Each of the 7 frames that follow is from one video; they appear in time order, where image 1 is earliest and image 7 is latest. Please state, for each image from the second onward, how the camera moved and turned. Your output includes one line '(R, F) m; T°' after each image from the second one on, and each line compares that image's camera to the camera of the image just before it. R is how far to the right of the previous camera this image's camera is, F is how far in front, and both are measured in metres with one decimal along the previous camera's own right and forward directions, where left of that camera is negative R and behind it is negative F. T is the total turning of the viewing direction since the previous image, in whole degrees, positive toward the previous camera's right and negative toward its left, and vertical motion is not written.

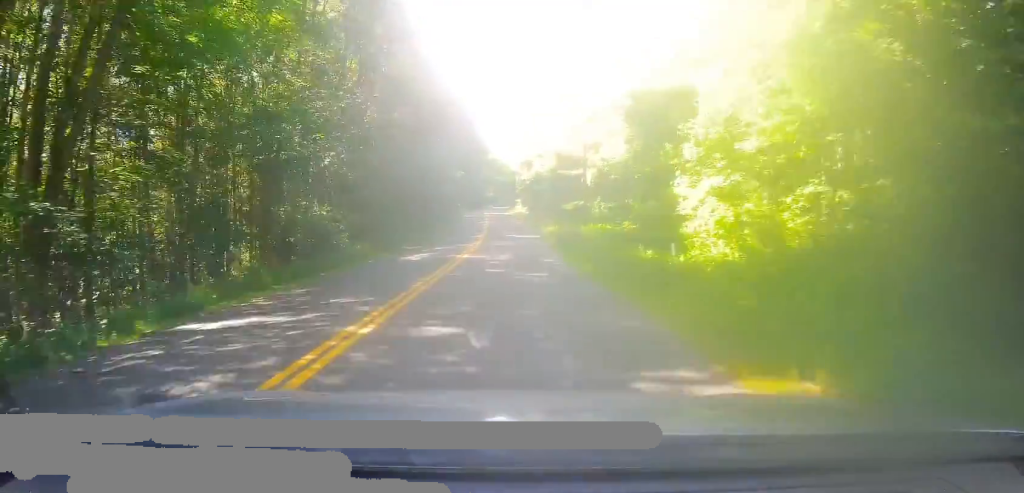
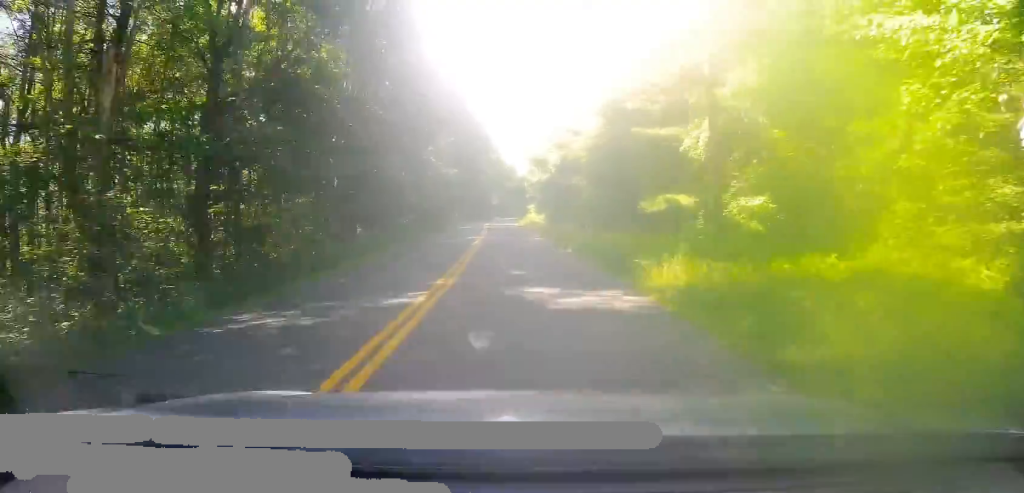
(-0.1, +28.9) m; 0°
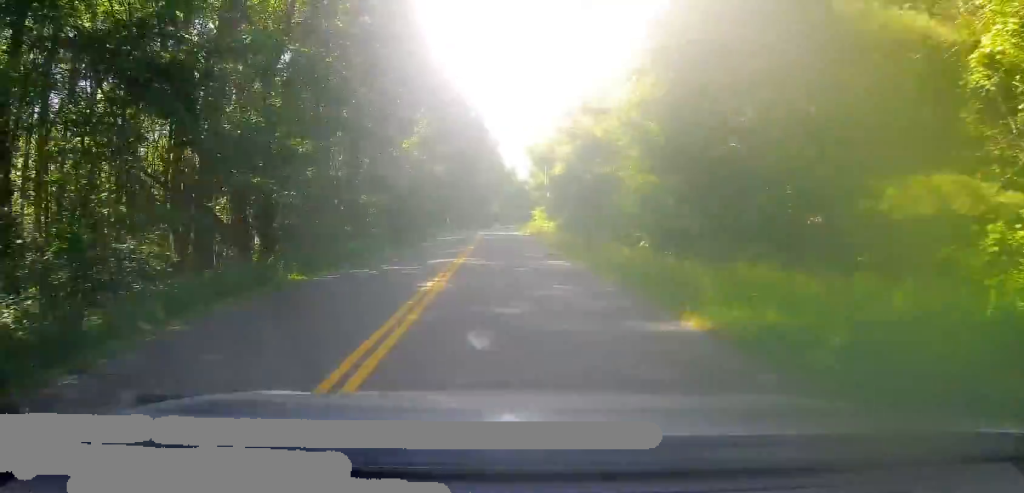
(+0.2, +16.3) m; 0°
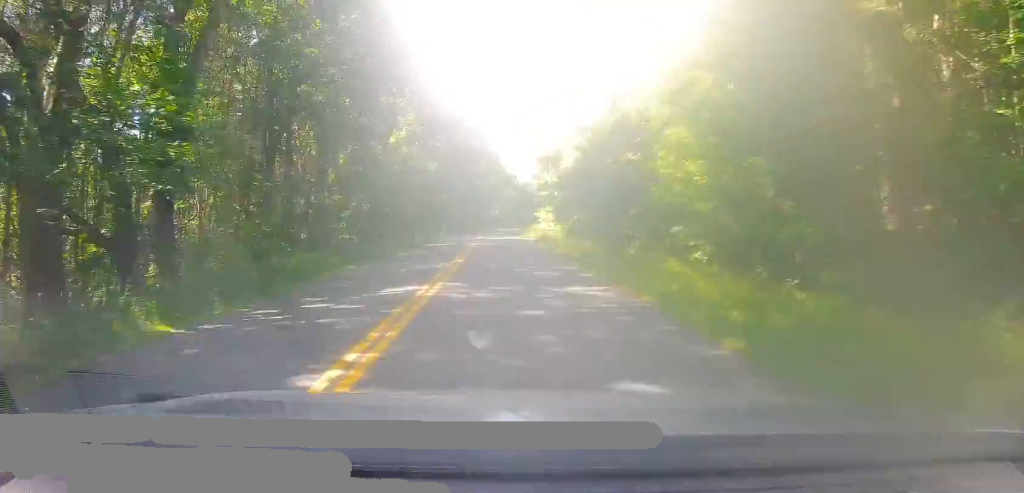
(-0.1, +7.6) m; -1°
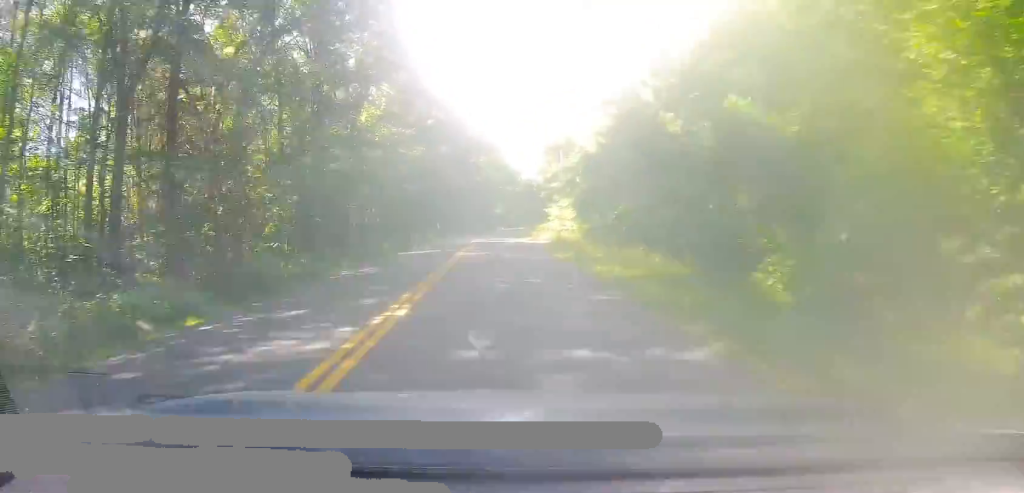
(-0.1, +12.6) m; -1°
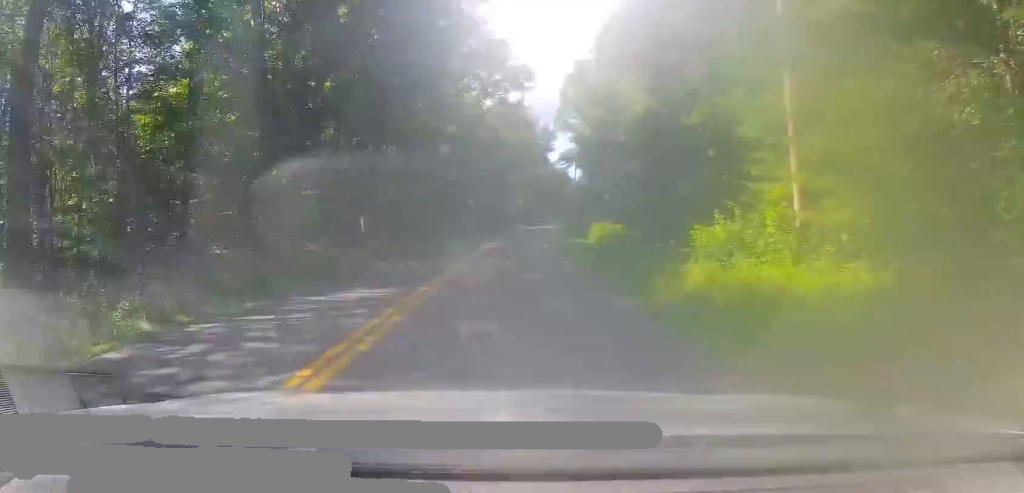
(-1.4, +51.6) m; -2°
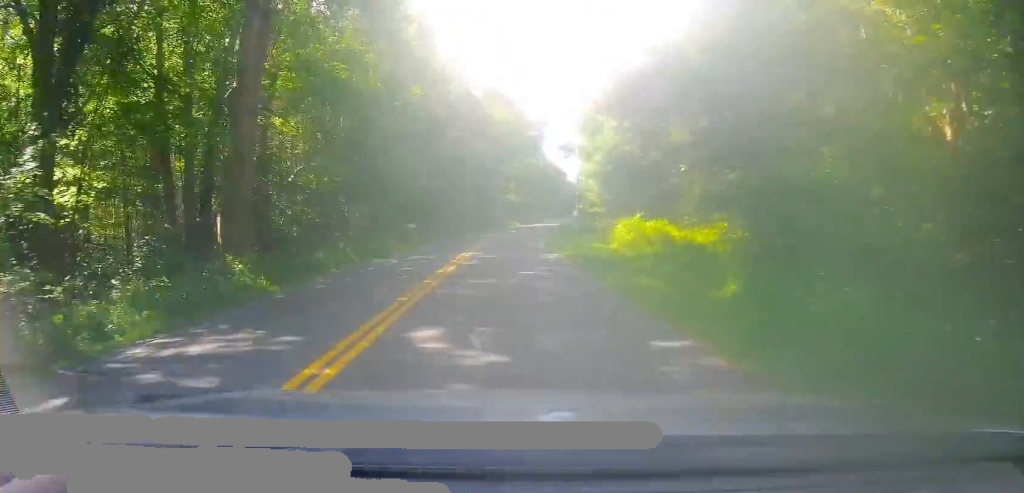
(-0.1, +15.6) m; 0°
